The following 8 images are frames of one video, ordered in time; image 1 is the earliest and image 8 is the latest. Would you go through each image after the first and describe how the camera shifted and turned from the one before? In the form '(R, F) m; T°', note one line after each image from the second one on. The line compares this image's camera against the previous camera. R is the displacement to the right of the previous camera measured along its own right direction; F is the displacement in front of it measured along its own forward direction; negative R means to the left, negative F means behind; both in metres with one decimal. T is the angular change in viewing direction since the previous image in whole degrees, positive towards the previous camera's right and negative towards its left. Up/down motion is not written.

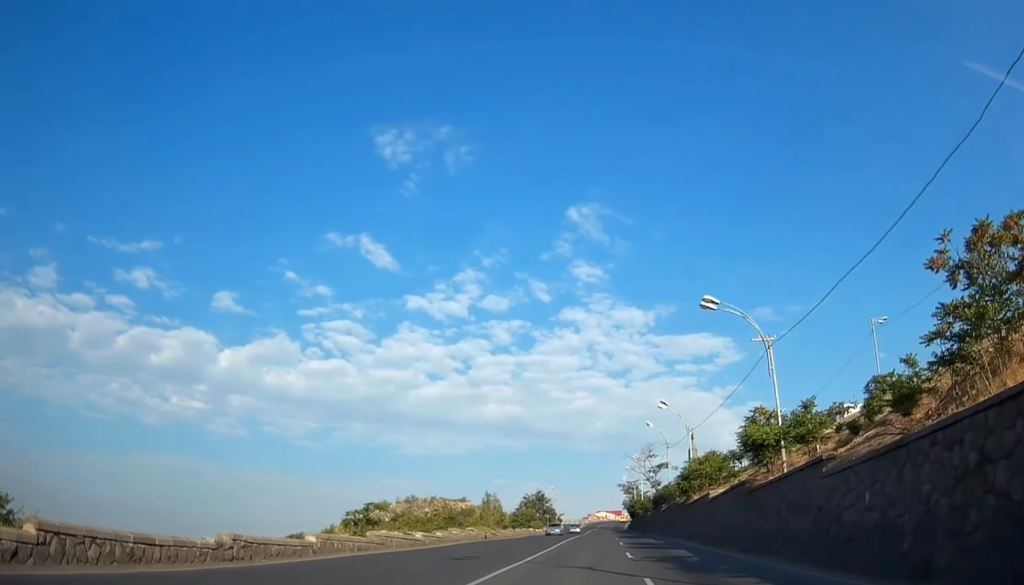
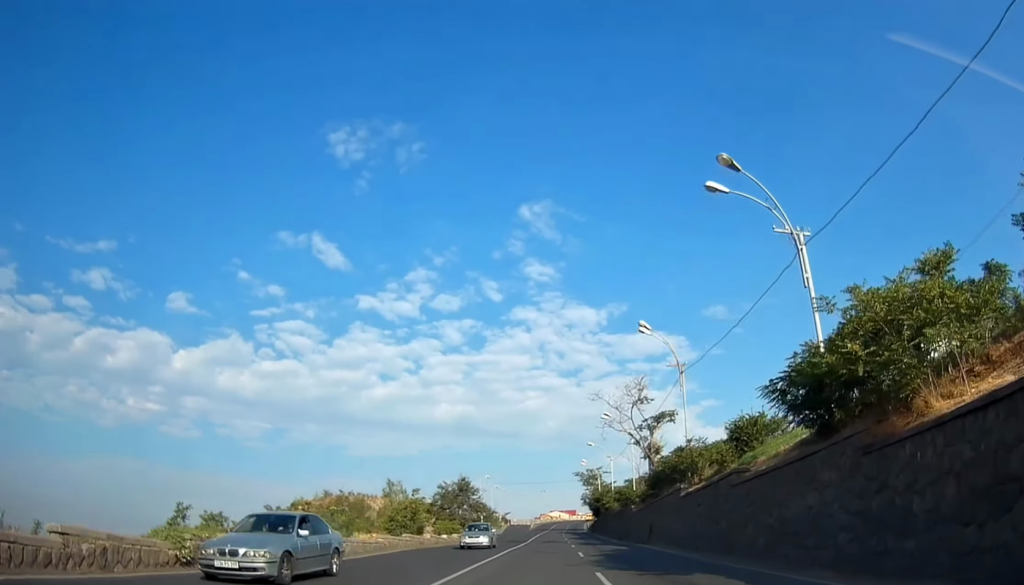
(+1.9, +36.3) m; +4°
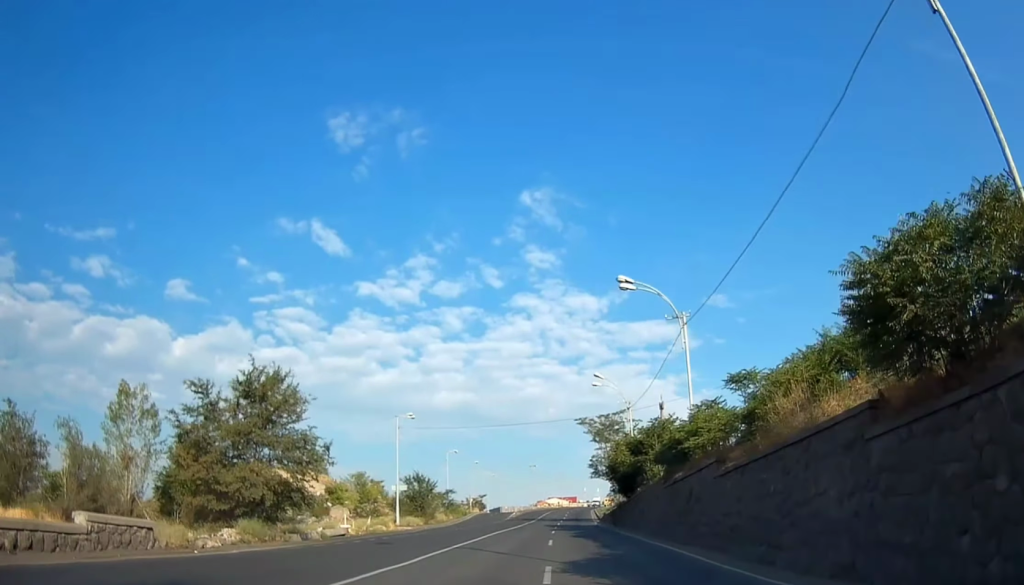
(+0.6, +52.7) m; +1°
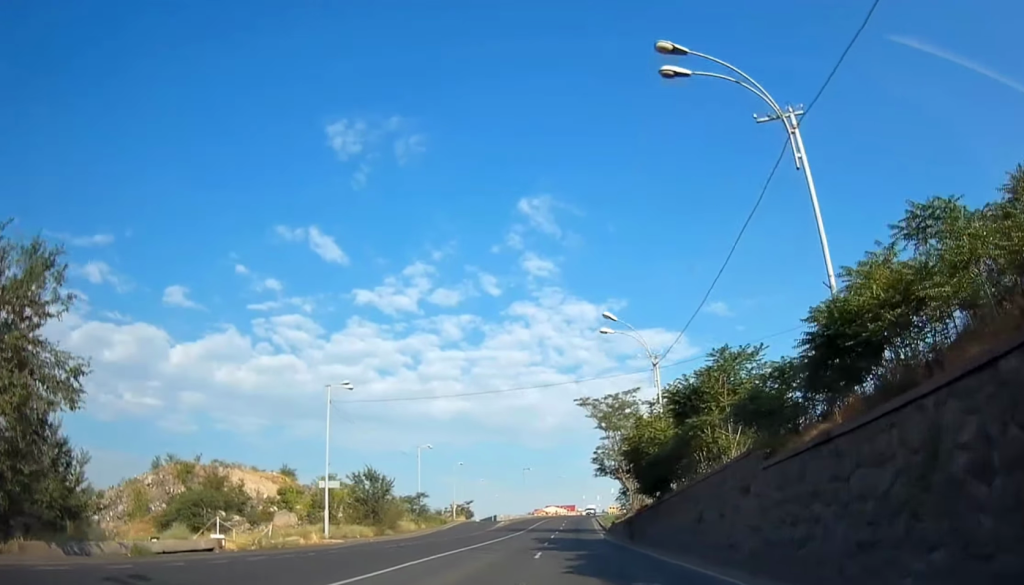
(+0.4, +16.0) m; 0°
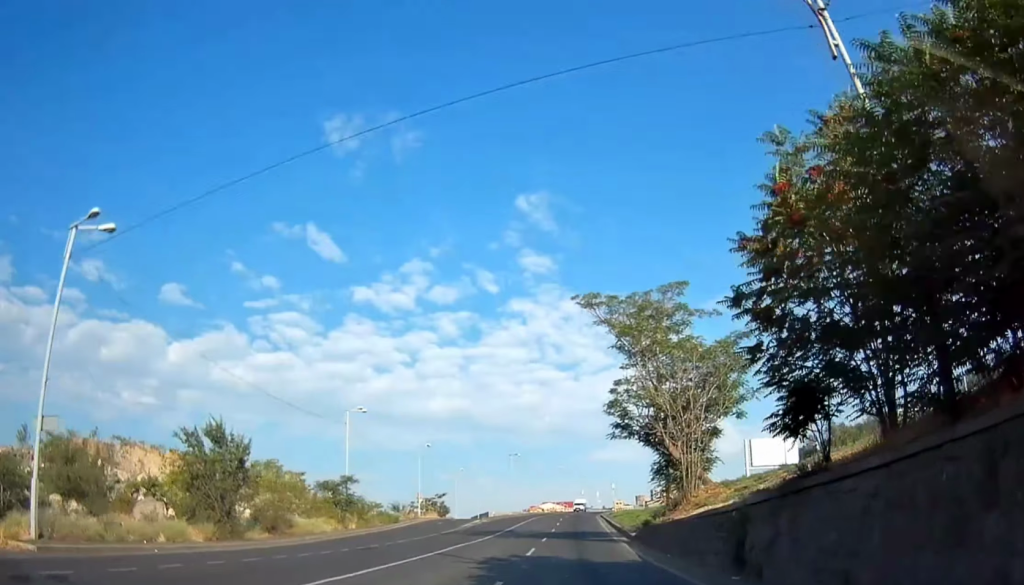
(-0.6, +23.9) m; 0°
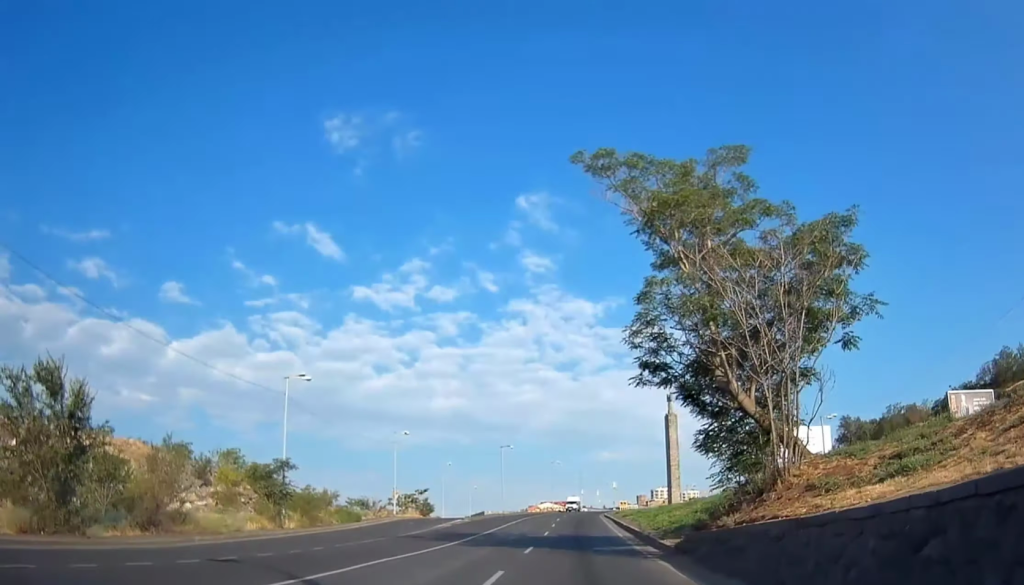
(+0.2, +11.6) m; 0°
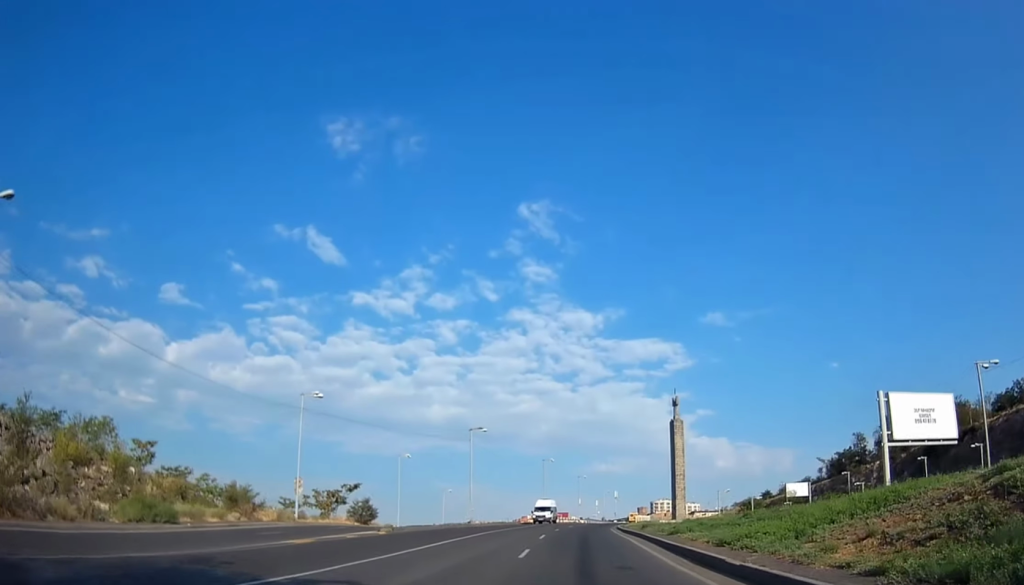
(+0.2, +26.4) m; 0°
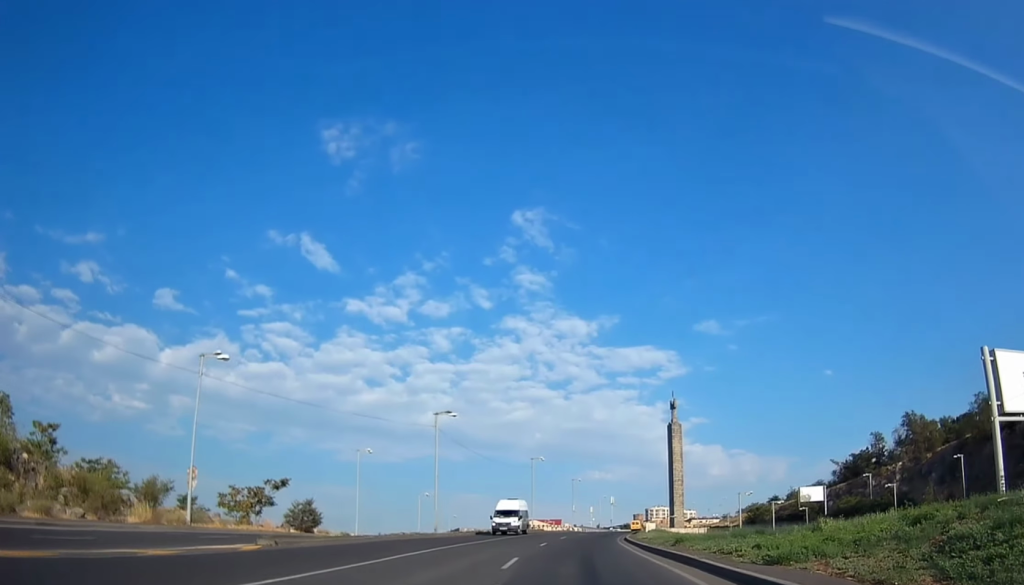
(-0.2, +14.0) m; 0°
